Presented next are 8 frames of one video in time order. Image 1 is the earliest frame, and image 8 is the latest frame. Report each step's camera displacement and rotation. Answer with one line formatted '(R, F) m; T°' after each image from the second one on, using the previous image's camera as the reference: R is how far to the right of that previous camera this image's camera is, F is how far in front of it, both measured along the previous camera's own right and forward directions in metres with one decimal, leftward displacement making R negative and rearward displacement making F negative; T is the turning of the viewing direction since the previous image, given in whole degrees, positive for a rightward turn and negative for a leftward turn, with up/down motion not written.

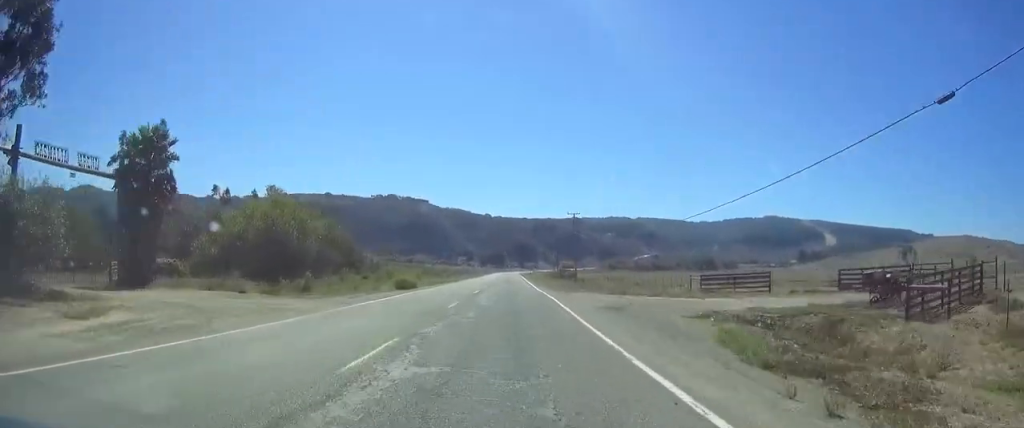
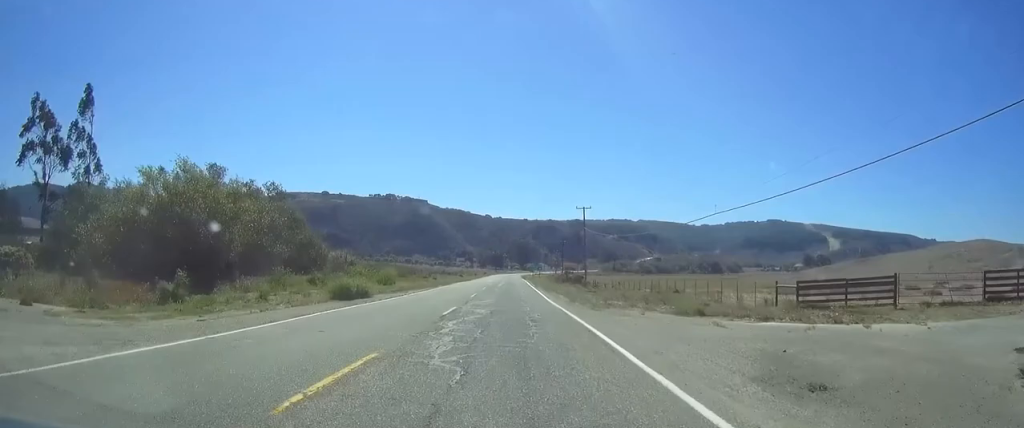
(+0.1, +17.0) m; 0°
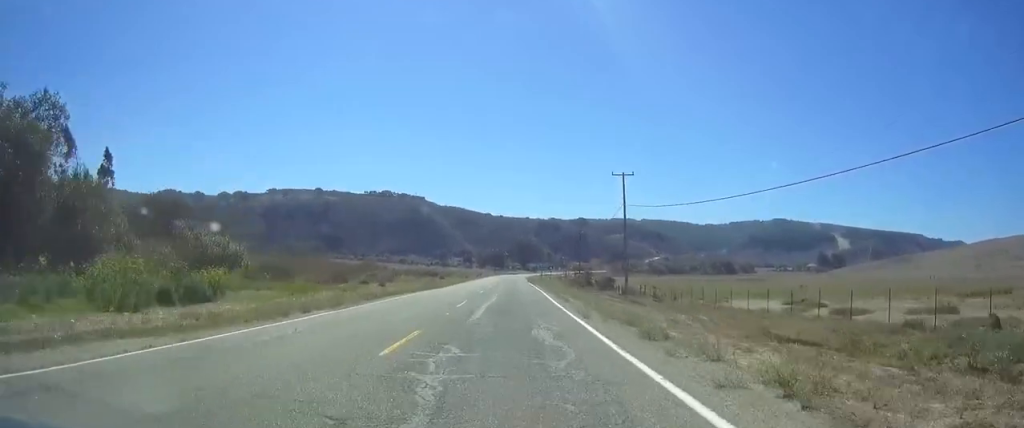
(+0.1, +39.1) m; +1°
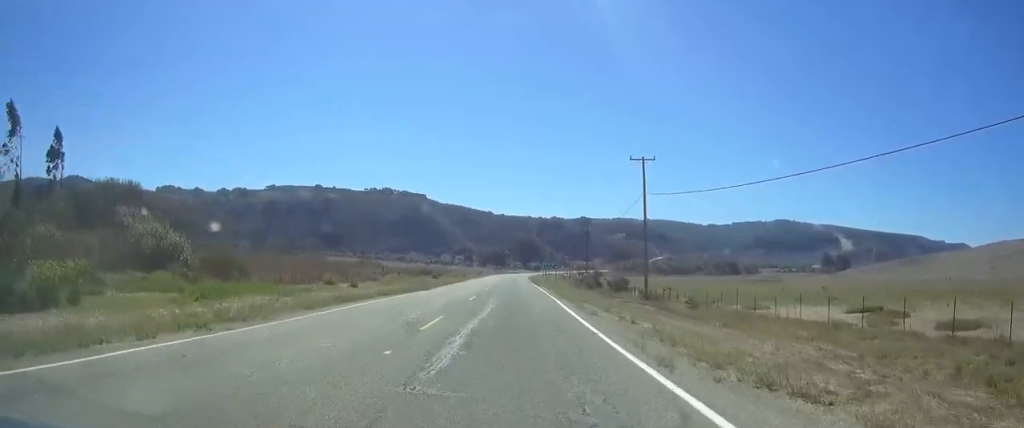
(0.0, +10.4) m; 0°
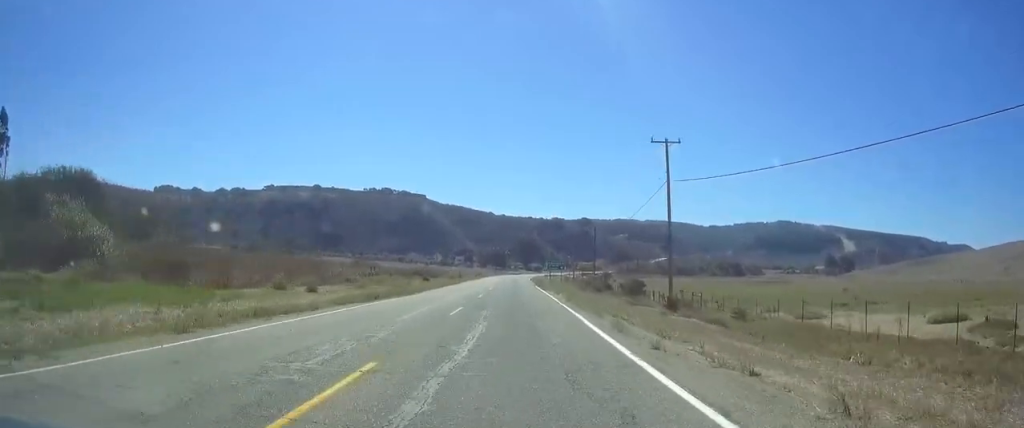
(0.0, +9.5) m; 0°
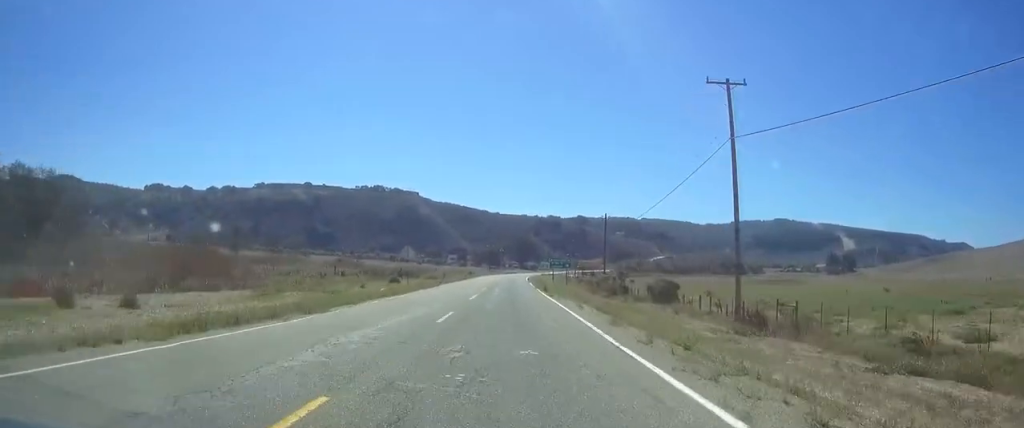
(+0.1, +17.3) m; 0°
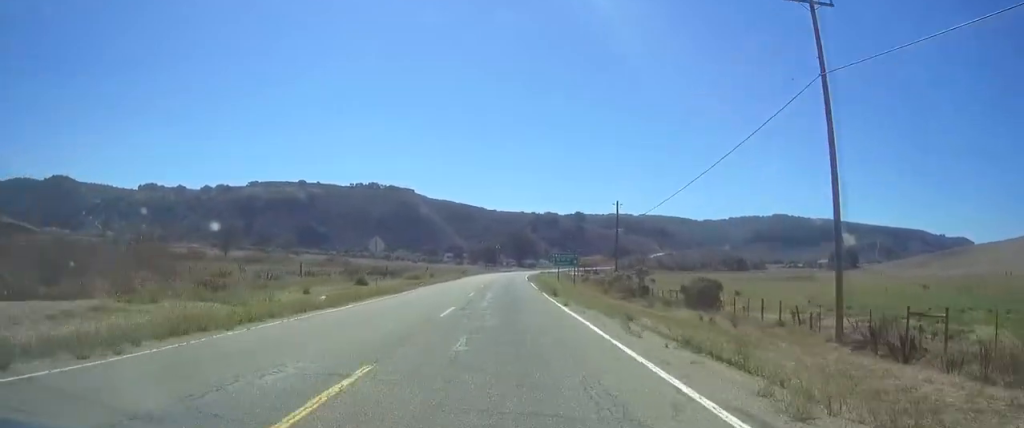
(0.0, +12.4) m; 0°
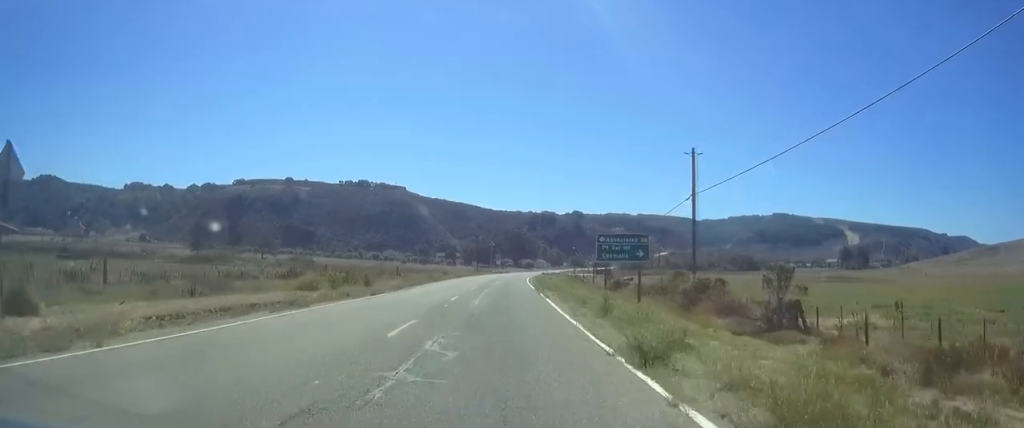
(0.0, +35.4) m; 0°
